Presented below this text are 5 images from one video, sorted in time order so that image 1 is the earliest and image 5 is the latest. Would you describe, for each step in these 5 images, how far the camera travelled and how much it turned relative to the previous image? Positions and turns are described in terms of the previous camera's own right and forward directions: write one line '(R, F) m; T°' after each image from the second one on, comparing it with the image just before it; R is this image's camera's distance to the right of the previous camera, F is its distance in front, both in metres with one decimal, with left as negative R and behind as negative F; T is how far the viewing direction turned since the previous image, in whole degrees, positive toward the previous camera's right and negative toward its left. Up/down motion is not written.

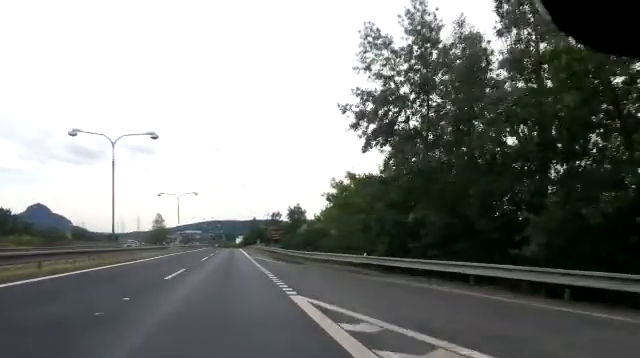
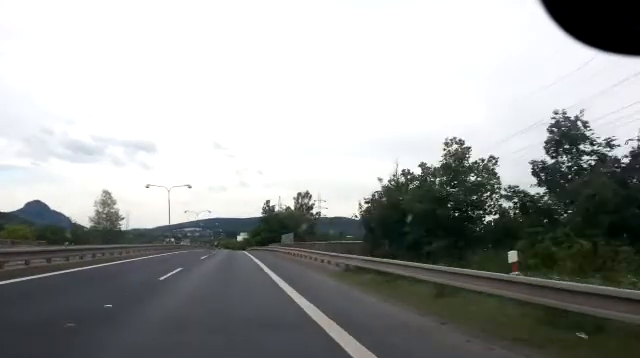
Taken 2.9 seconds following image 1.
(+0.5, +74.5) m; 0°
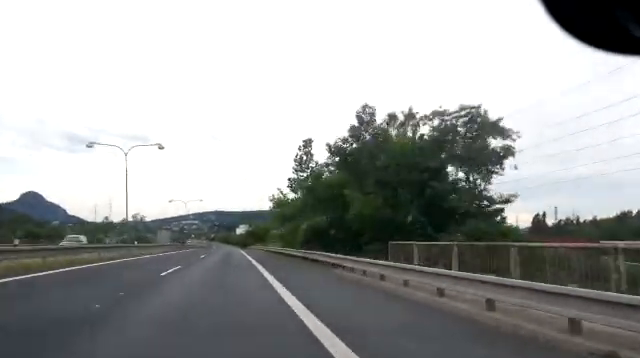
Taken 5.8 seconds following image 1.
(+0.4, +70.2) m; 0°
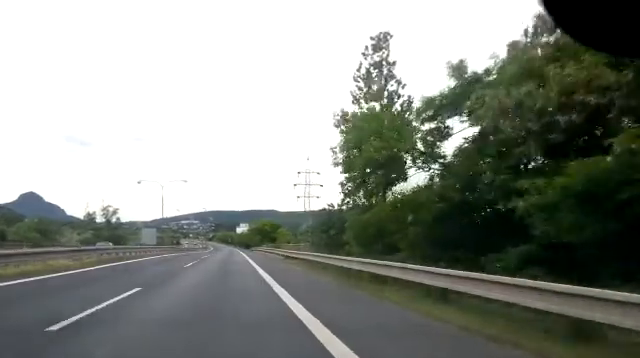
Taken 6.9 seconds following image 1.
(+0.2, +27.7) m; +1°
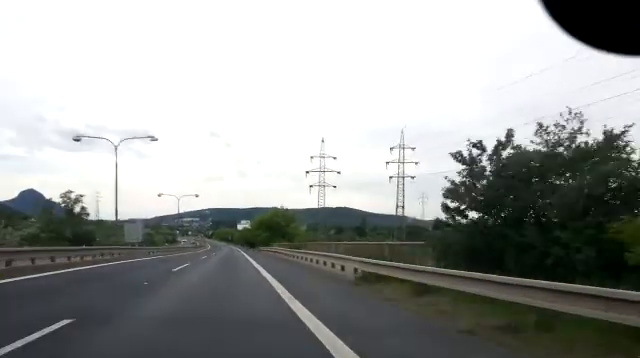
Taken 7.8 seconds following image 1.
(0.0, +22.8) m; 0°
